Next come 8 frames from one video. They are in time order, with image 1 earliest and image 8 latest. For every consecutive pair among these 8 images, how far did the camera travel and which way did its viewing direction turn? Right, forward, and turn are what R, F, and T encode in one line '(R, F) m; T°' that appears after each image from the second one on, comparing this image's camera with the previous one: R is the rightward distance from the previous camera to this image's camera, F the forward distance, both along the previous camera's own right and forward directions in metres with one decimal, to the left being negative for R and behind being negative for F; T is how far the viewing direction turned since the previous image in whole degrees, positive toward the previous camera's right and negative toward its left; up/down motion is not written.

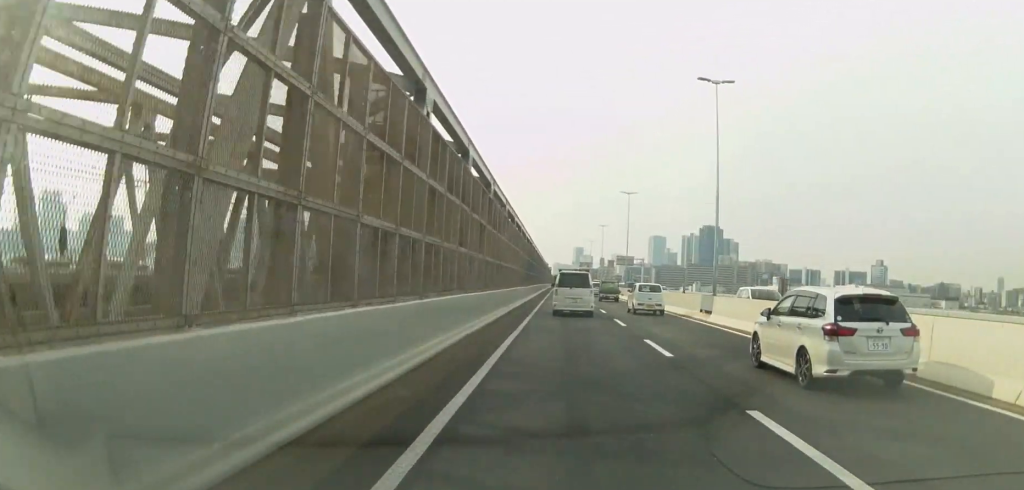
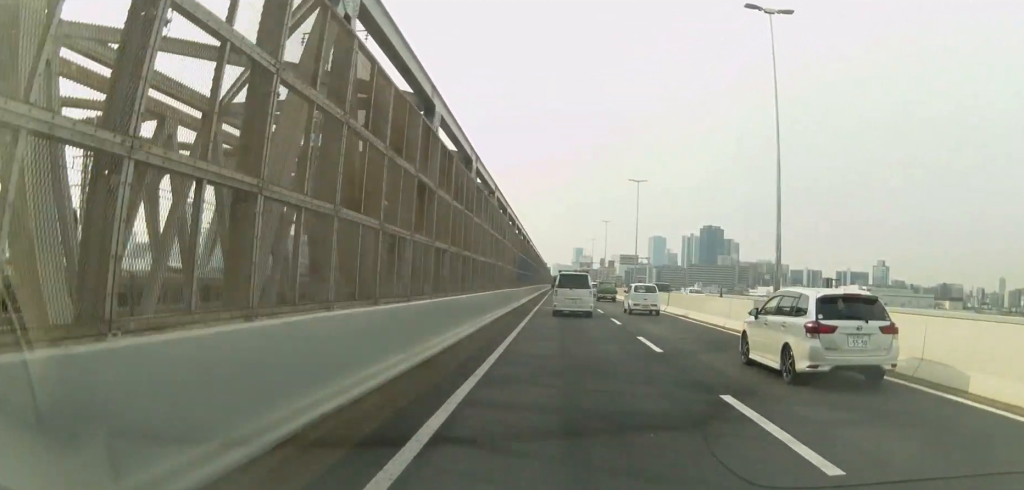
(-0.3, +8.5) m; +1°
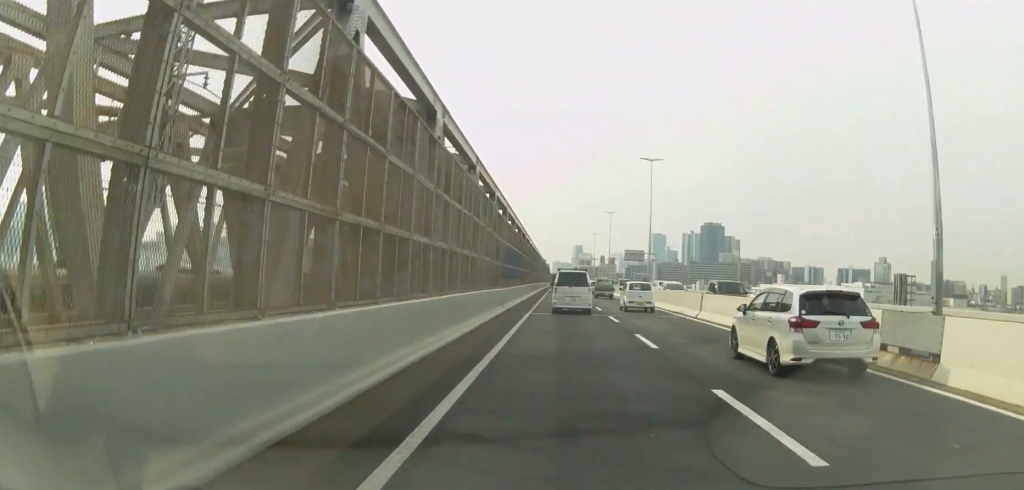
(+0.3, +9.4) m; +1°
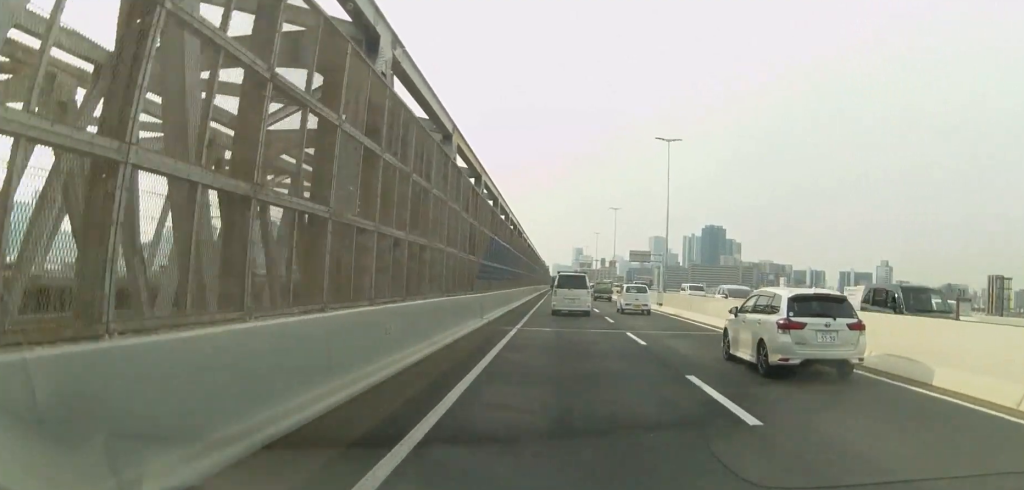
(+0.1, +8.0) m; 0°
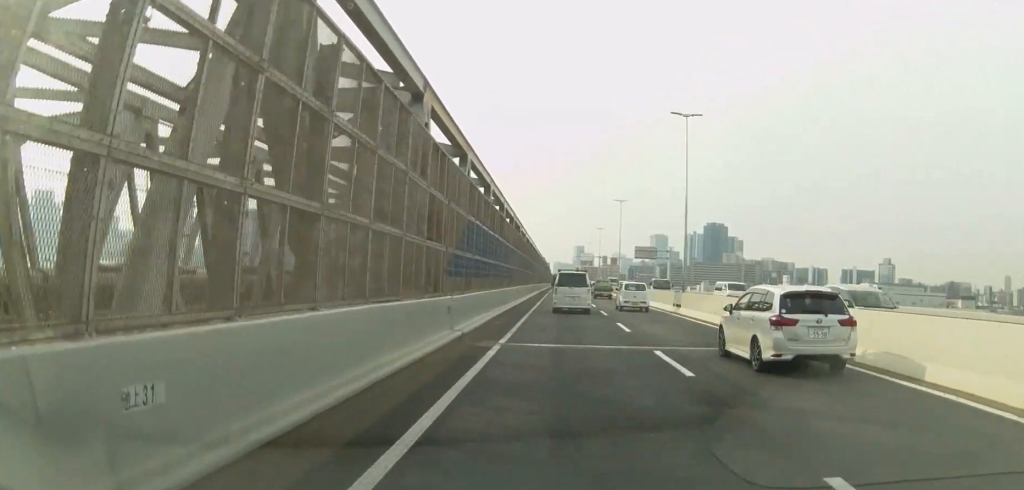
(-0.1, +6.1) m; -1°
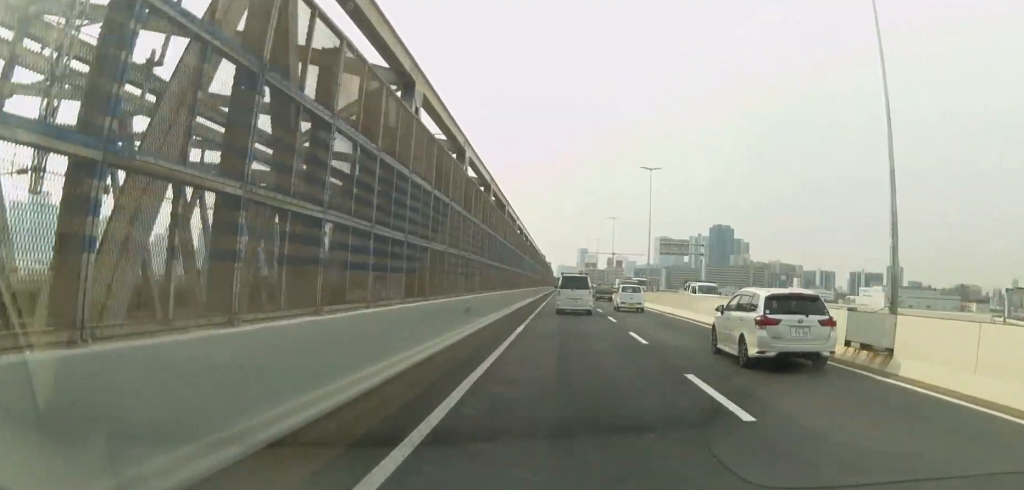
(-0.2, +23.0) m; -1°
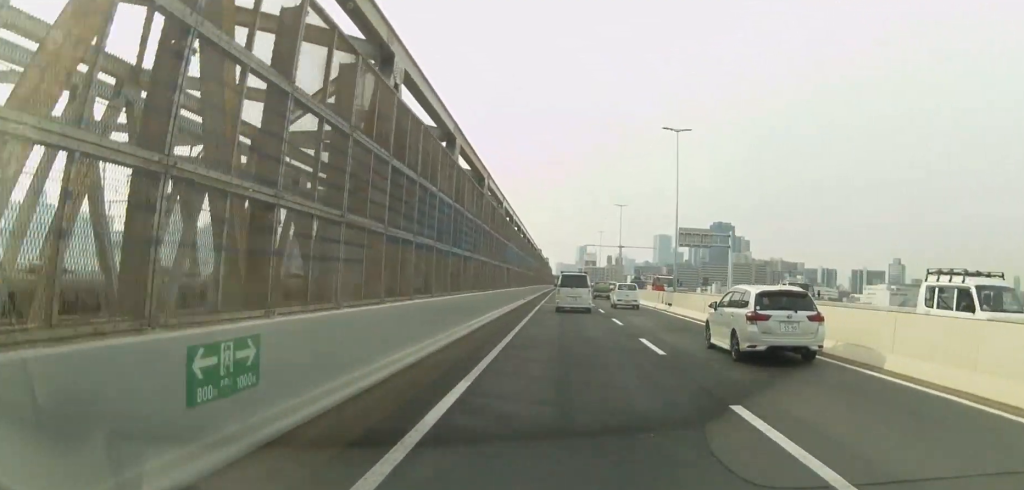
(0.0, +12.9) m; 0°
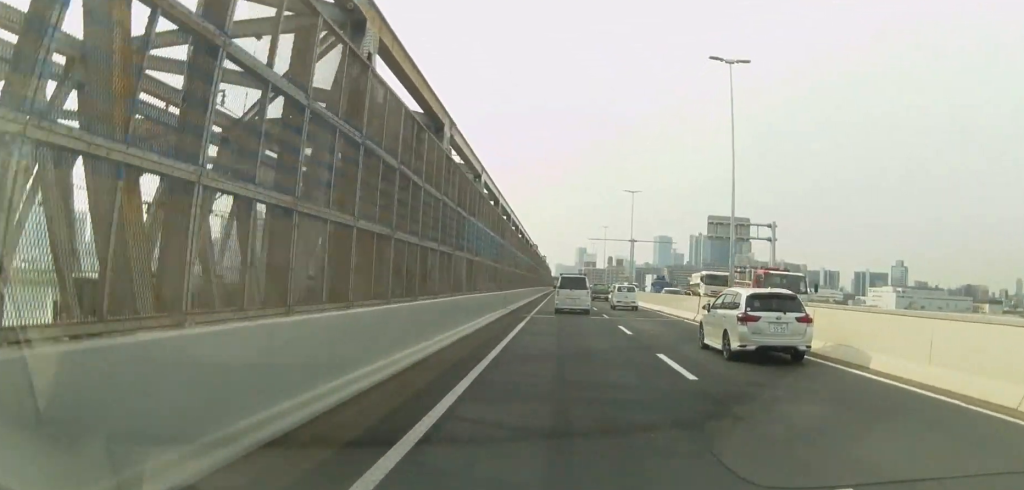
(0.0, +13.1) m; +1°
